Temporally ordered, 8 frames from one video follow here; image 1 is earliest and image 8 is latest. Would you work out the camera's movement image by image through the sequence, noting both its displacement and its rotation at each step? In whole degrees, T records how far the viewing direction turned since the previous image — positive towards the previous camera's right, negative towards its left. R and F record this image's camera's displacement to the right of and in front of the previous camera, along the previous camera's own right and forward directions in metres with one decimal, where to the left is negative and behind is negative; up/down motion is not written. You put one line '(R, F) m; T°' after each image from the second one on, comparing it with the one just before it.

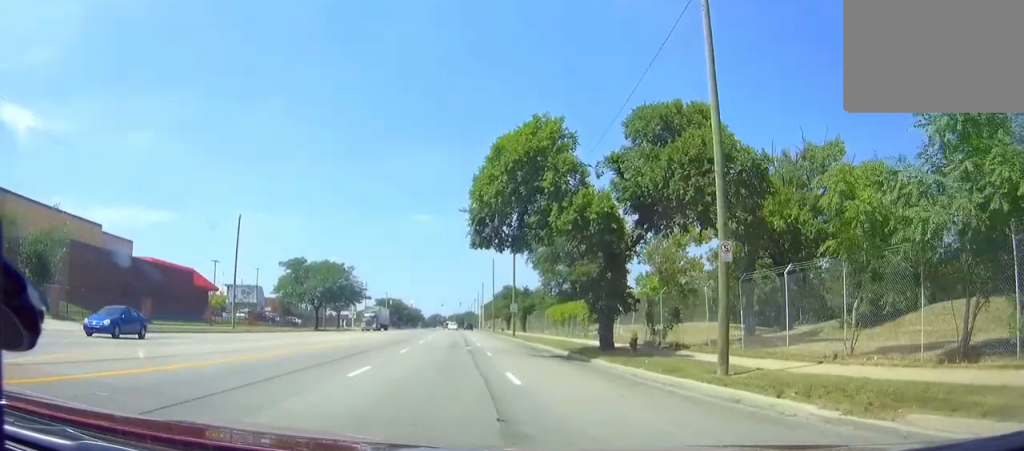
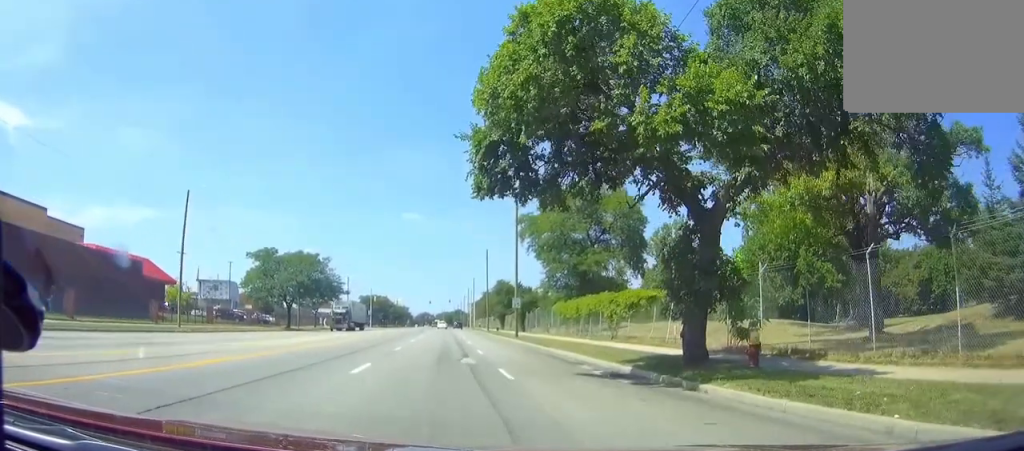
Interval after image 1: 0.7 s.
(+0.7, +11.4) m; +3°
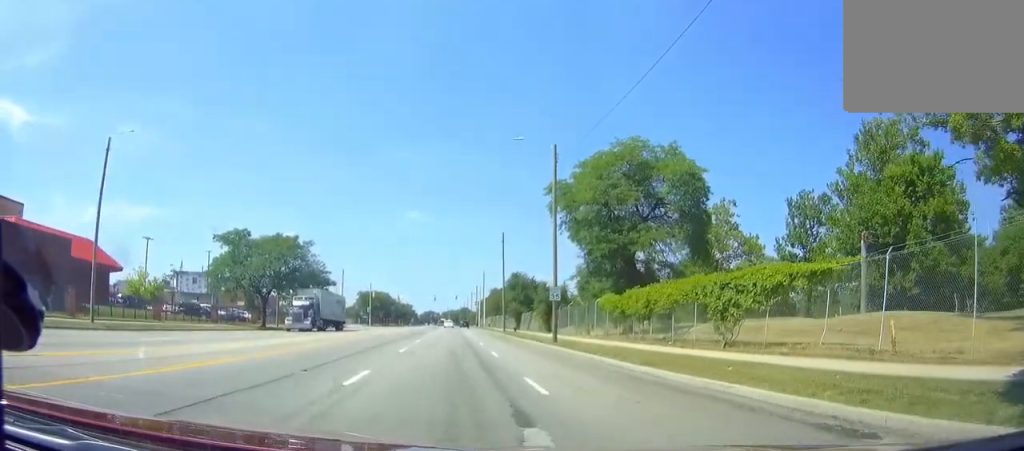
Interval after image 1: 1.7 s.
(+0.1, +15.1) m; 0°
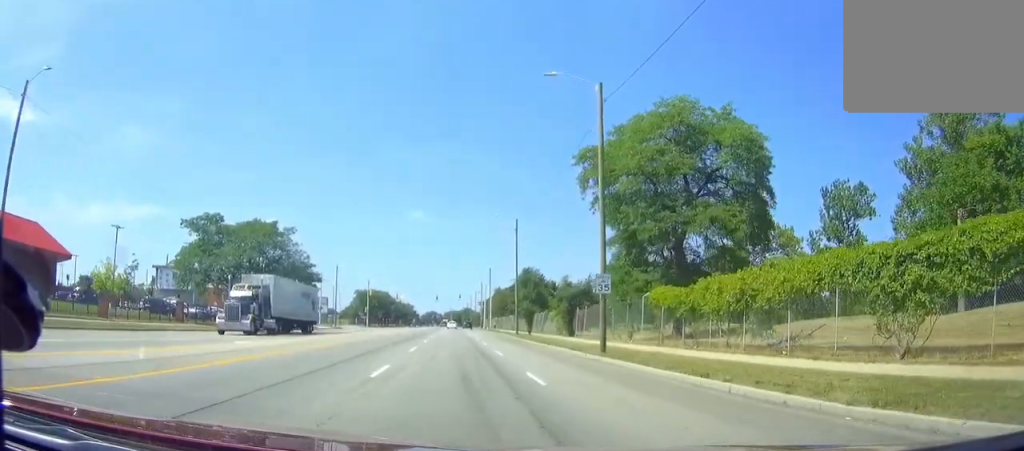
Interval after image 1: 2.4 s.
(0.0, +10.4) m; 0°
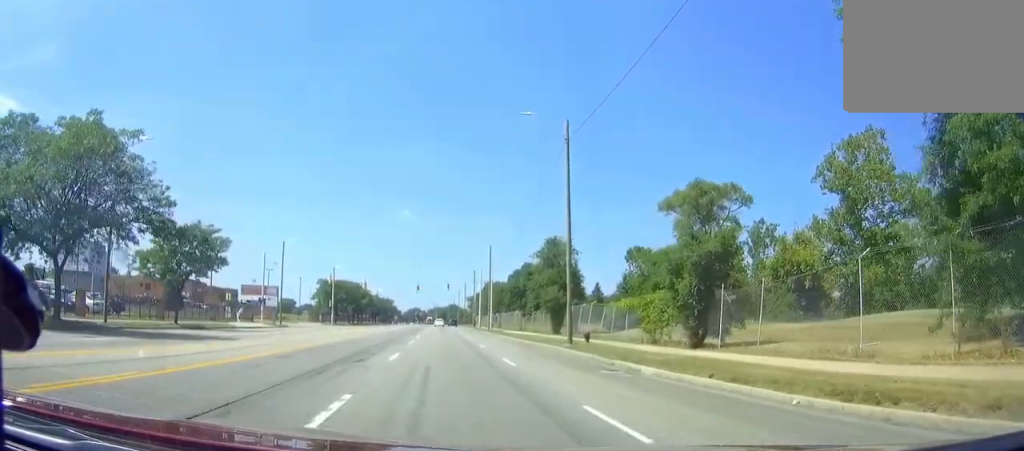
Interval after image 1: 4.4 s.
(+0.2, +30.1) m; 0°
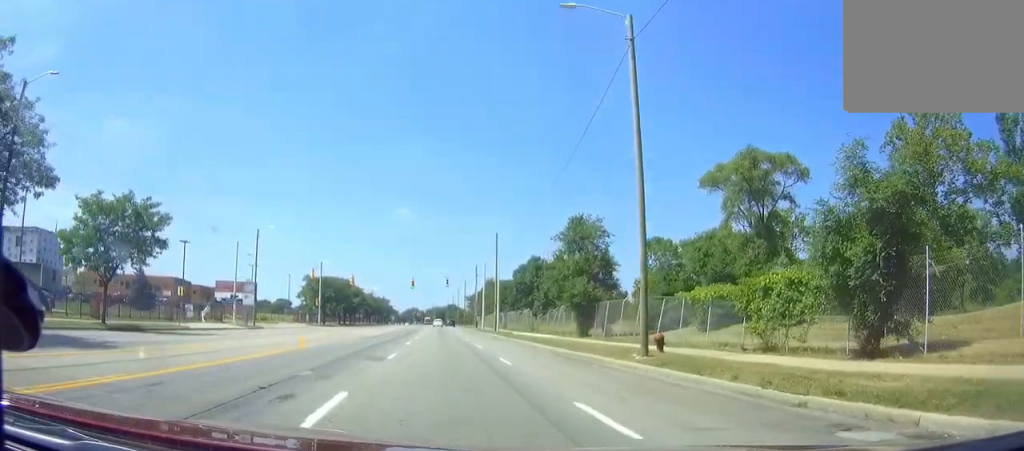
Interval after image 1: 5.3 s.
(0.0, +11.7) m; 0°
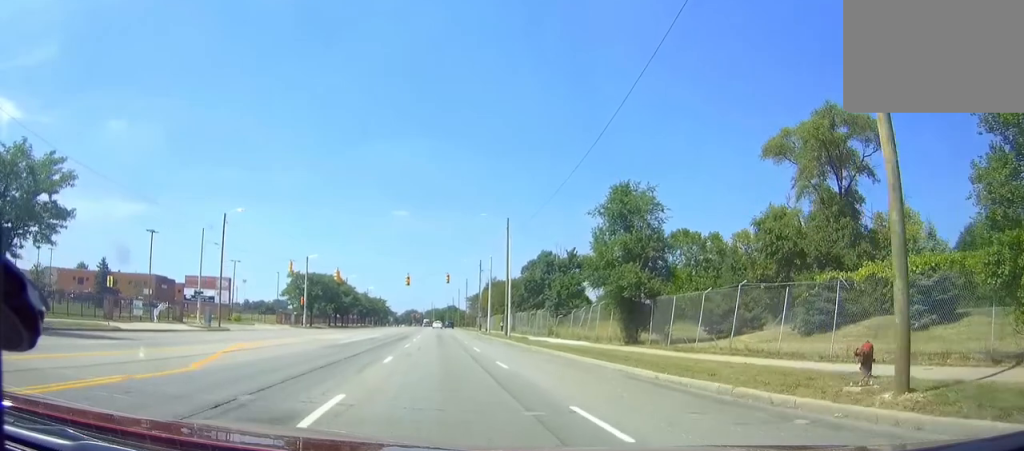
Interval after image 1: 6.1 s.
(0.0, +11.7) m; 0°
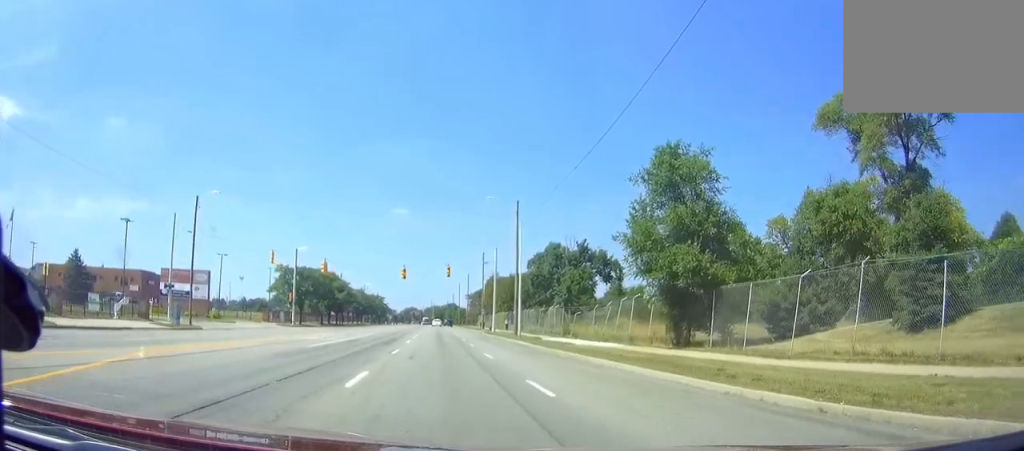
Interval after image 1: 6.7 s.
(0.0, +7.5) m; 0°
